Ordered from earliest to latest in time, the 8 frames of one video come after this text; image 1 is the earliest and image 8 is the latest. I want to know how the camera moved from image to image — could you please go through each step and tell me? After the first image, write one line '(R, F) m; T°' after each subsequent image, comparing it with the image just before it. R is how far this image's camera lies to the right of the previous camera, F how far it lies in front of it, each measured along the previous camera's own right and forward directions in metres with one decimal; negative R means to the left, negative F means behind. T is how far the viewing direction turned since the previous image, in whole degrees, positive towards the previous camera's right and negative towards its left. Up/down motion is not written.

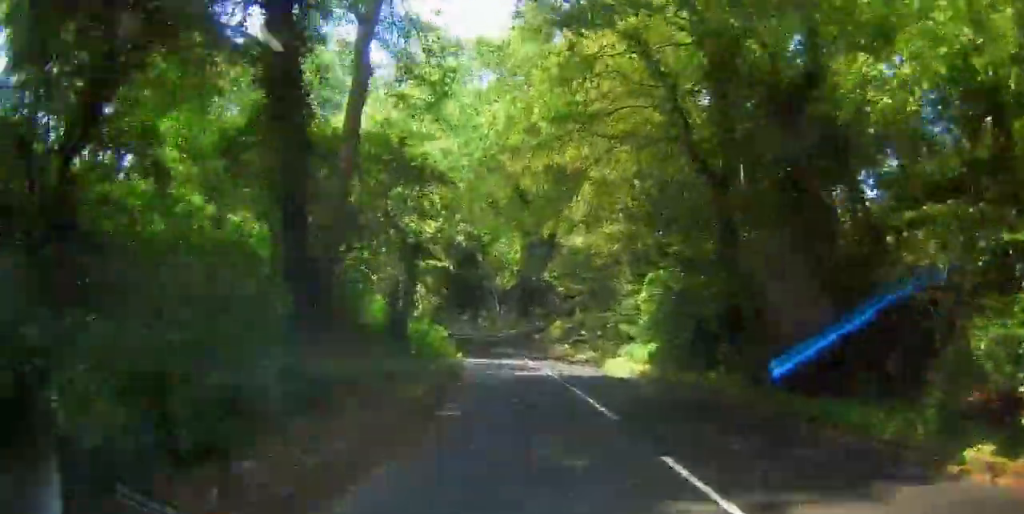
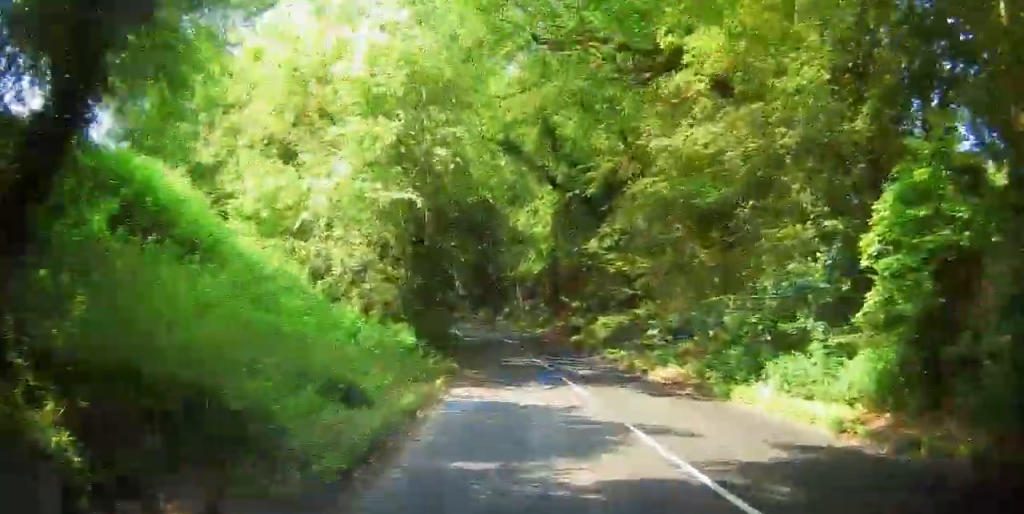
(-1.6, +13.1) m; -7°
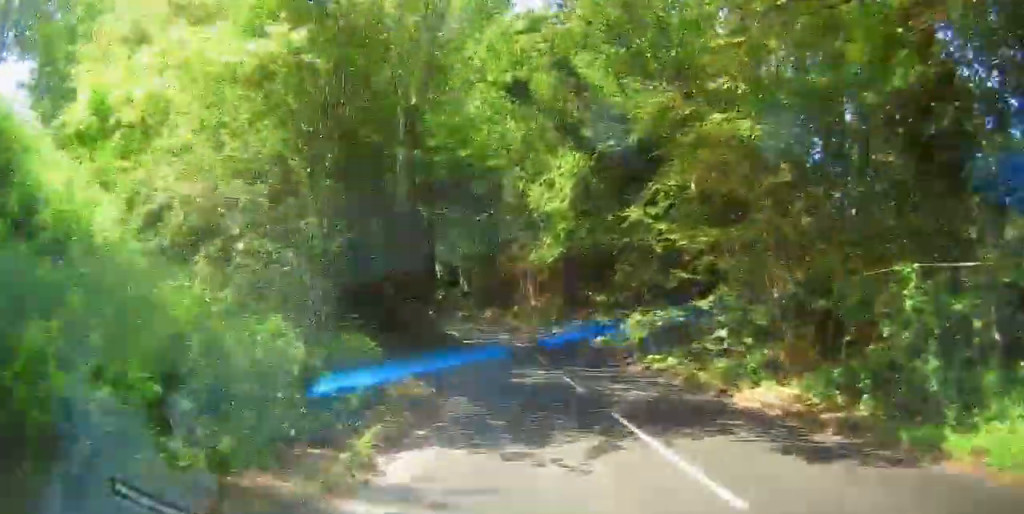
(0.0, +7.0) m; 0°
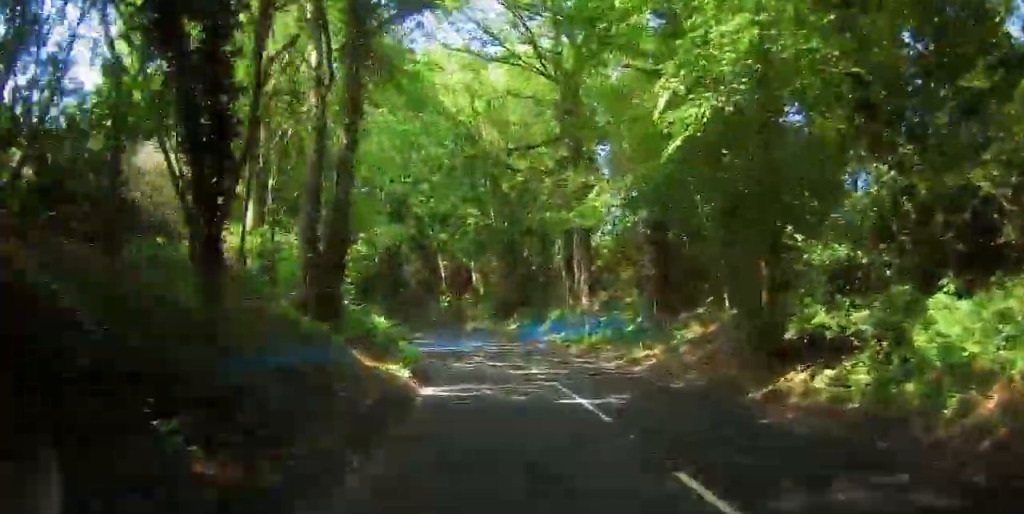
(0.0, +21.1) m; 0°
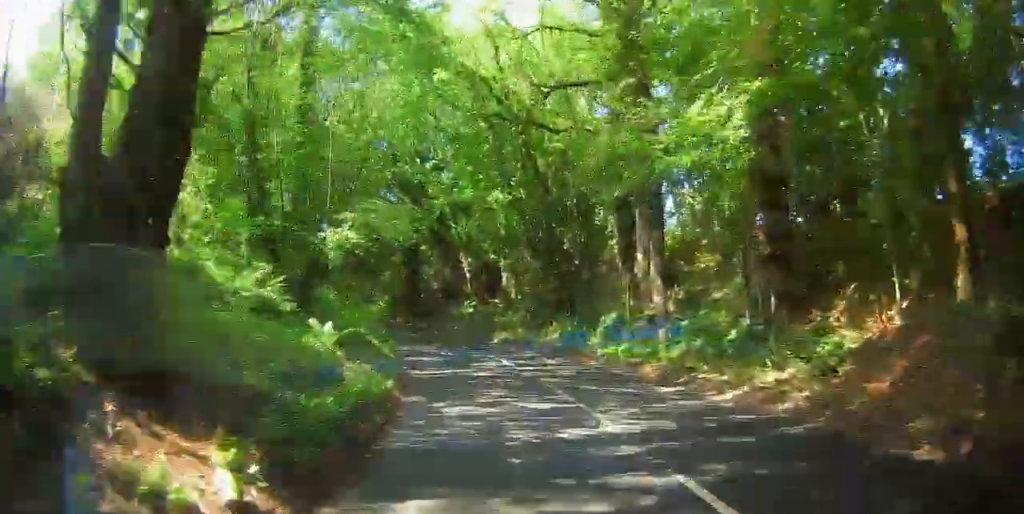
(0.0, +8.6) m; 0°
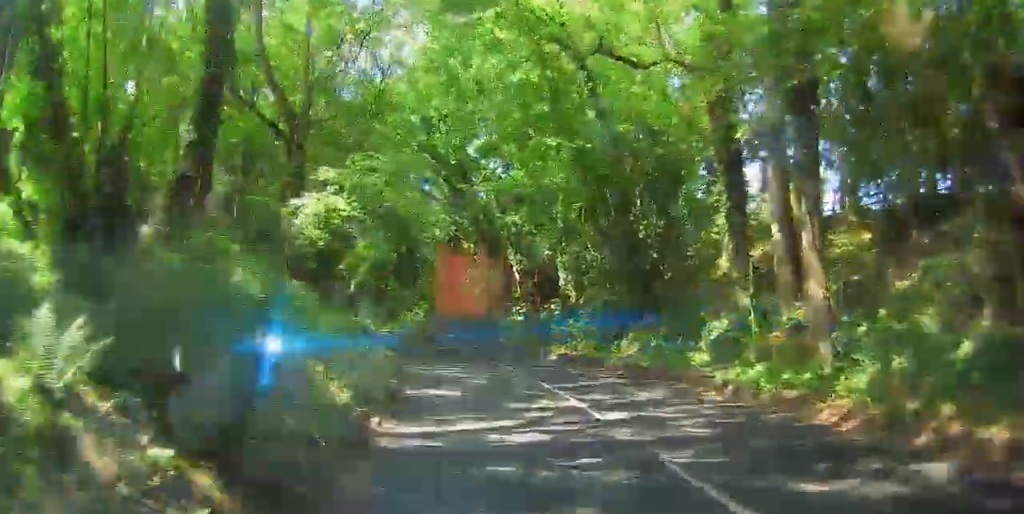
(0.0, +8.6) m; 0°
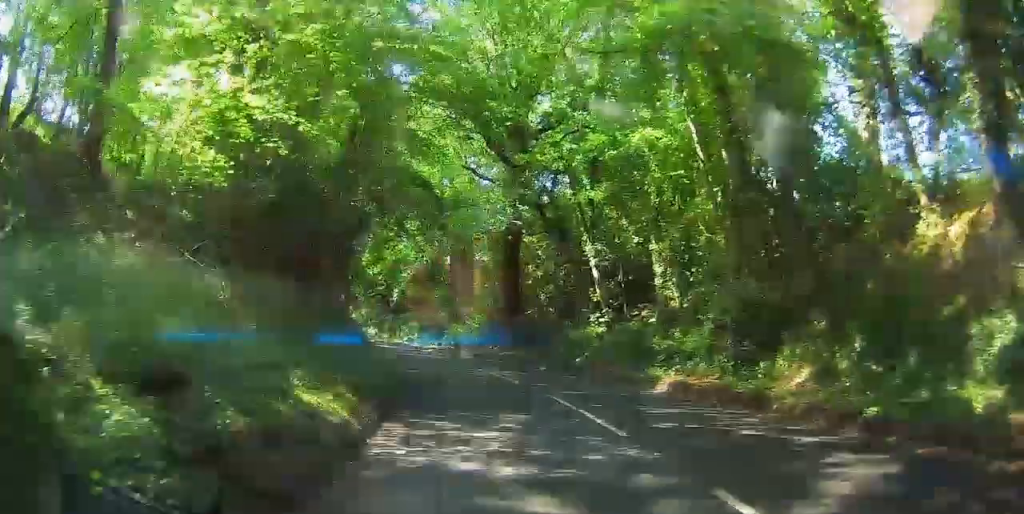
(0.0, +9.8) m; 0°
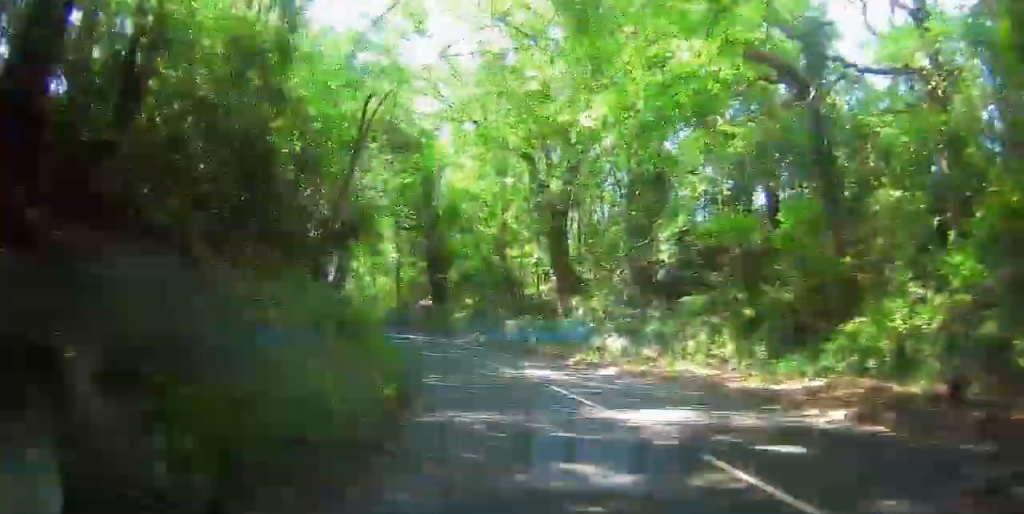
(0.0, +35.1) m; 0°
